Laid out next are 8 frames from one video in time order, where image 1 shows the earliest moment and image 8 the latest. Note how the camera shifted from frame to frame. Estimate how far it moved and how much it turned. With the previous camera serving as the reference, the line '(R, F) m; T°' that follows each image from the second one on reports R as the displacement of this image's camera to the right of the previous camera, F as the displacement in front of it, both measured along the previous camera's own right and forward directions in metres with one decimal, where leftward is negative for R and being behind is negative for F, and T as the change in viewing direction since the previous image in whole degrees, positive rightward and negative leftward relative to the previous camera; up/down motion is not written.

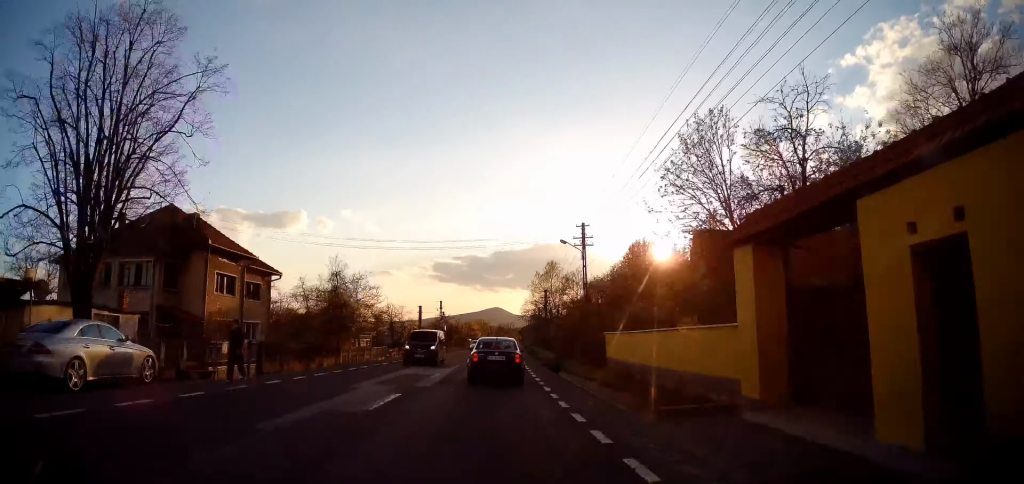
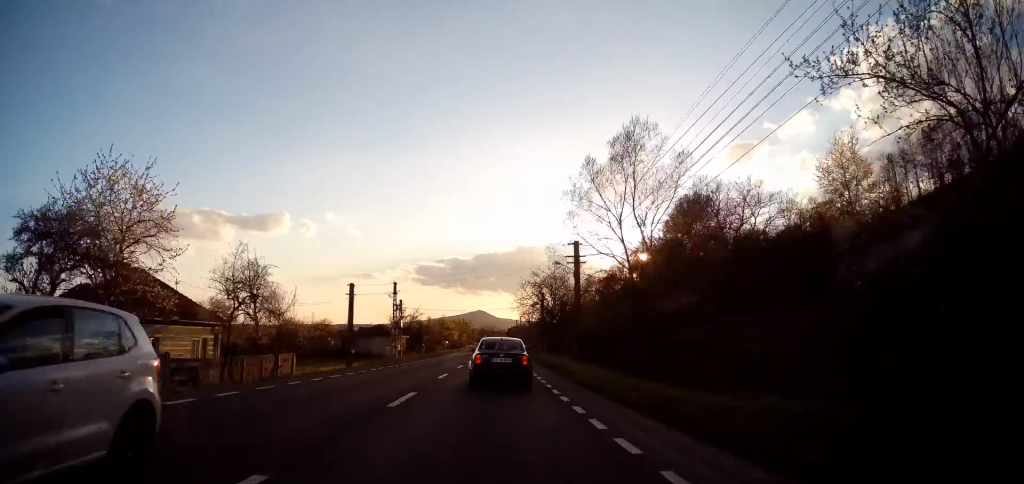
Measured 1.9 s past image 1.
(+1.8, +34.5) m; +4°
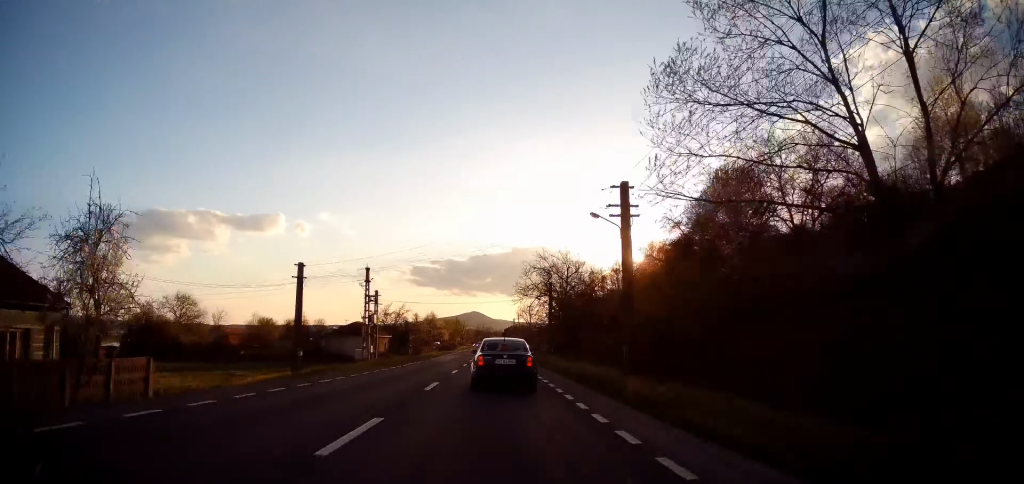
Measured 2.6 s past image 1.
(-0.1, +13.3) m; -1°
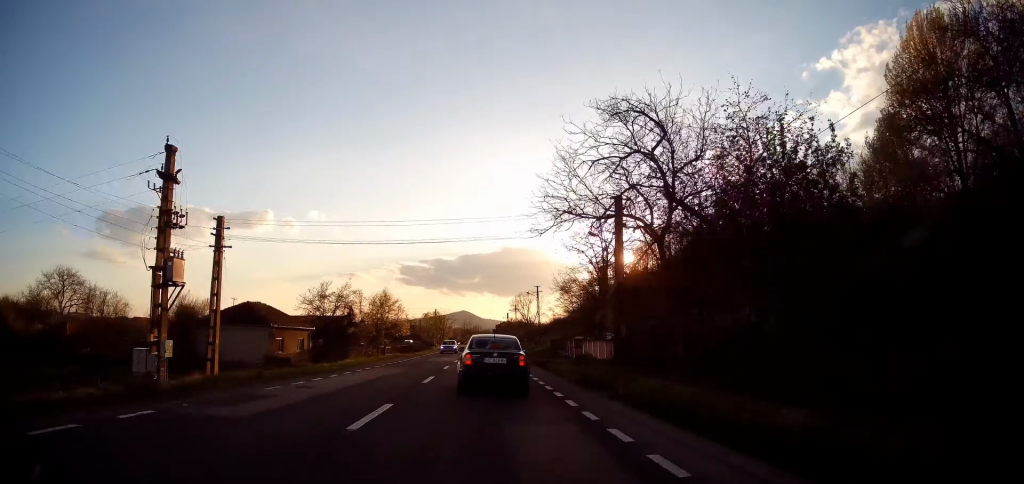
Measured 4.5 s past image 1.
(-0.2, +33.6) m; +1°
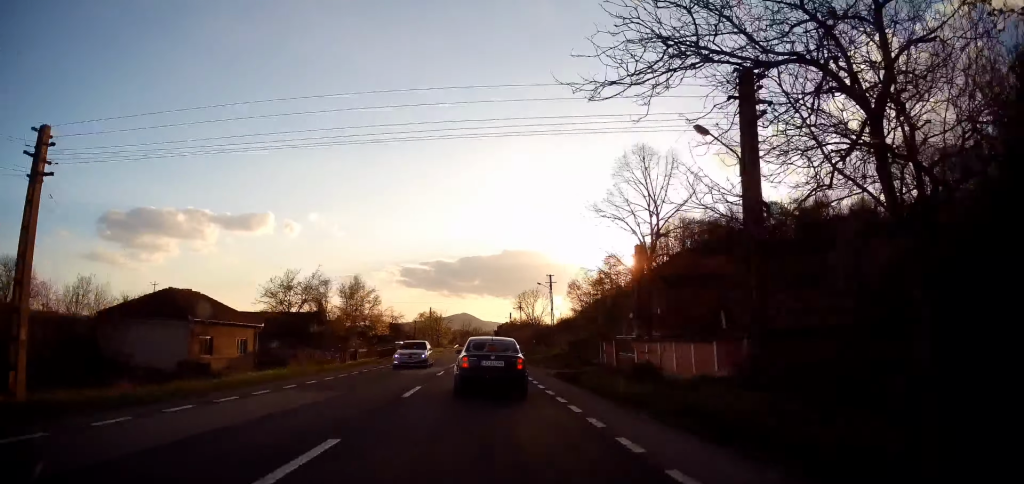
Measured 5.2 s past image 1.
(+0.3, +12.5) m; +1°
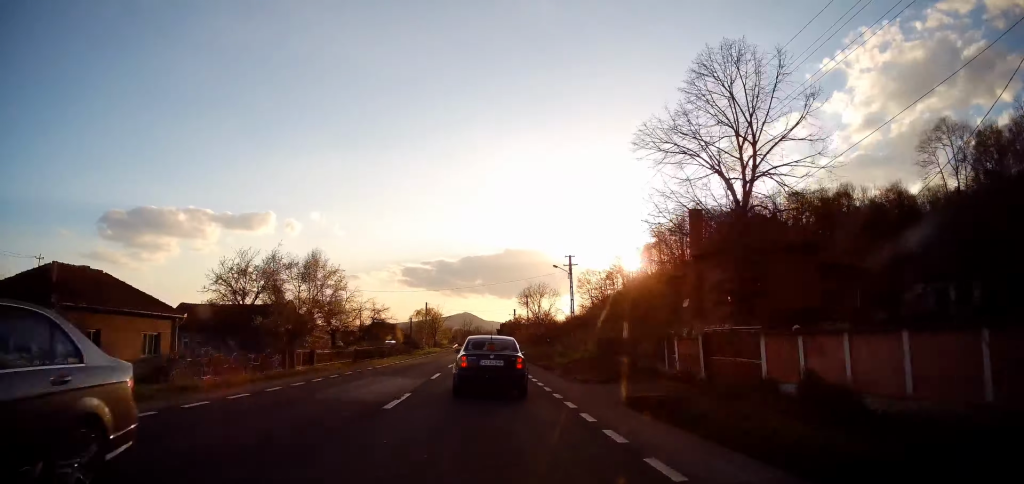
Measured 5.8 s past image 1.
(0.0, +11.2) m; 0°
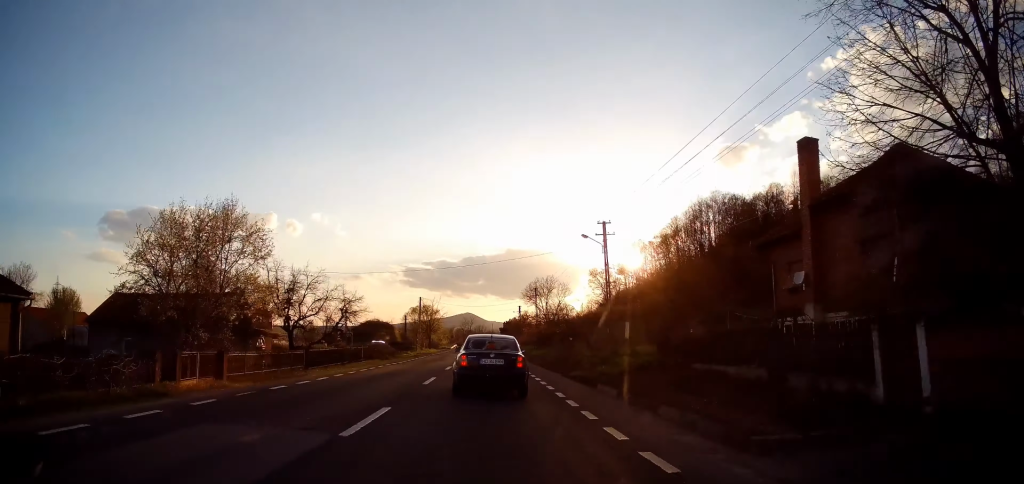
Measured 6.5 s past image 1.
(0.0, +11.7) m; -1°
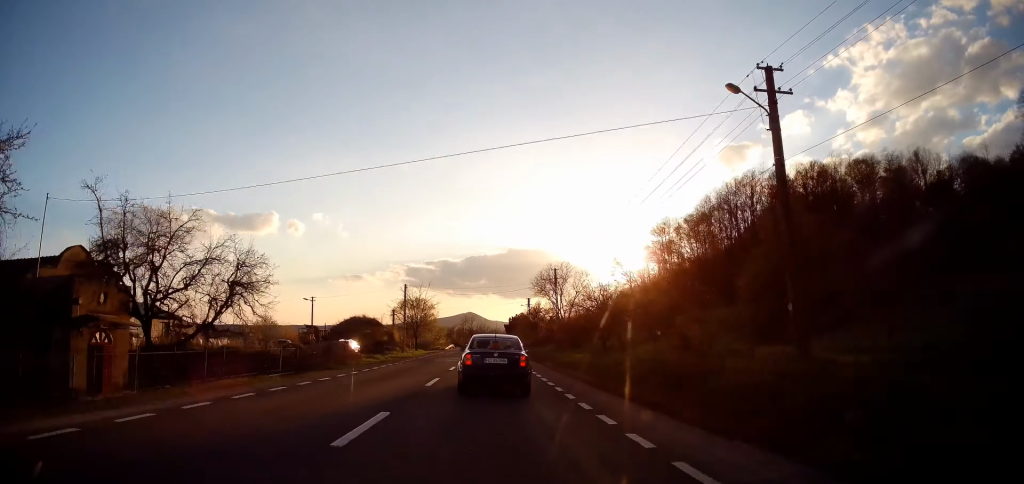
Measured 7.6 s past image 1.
(-0.2, +18.3) m; -1°
